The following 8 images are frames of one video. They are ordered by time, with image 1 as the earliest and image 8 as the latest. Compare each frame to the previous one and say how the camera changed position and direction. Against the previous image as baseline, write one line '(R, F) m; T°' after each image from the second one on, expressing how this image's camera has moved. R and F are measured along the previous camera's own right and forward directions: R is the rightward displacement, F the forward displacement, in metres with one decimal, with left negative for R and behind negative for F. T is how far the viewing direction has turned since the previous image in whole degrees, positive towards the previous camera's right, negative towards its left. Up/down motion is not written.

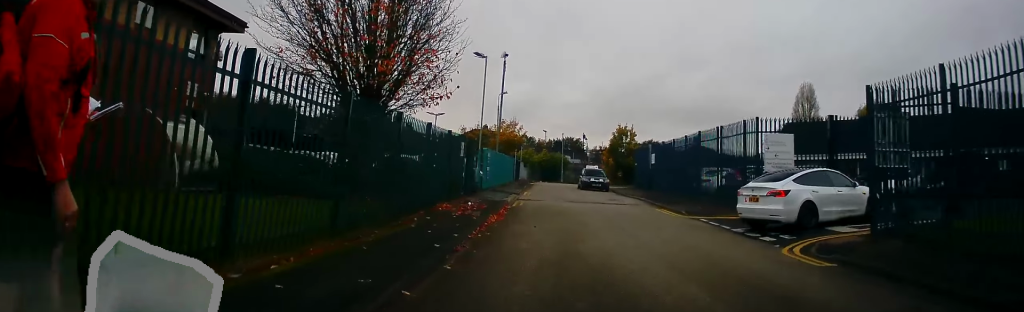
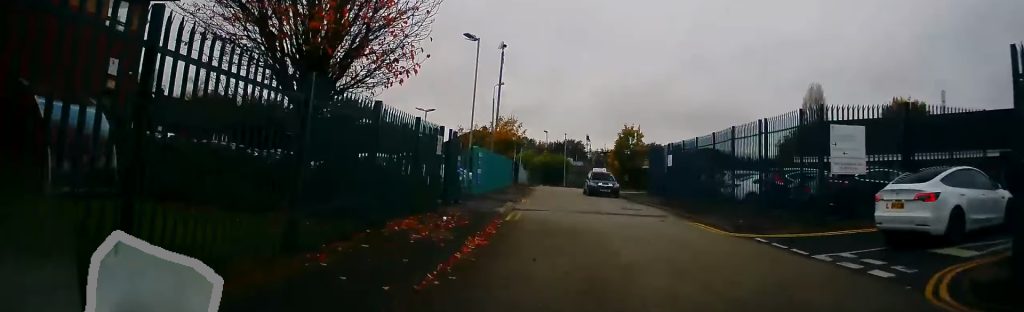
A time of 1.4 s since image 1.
(+0.1, +4.6) m; -2°
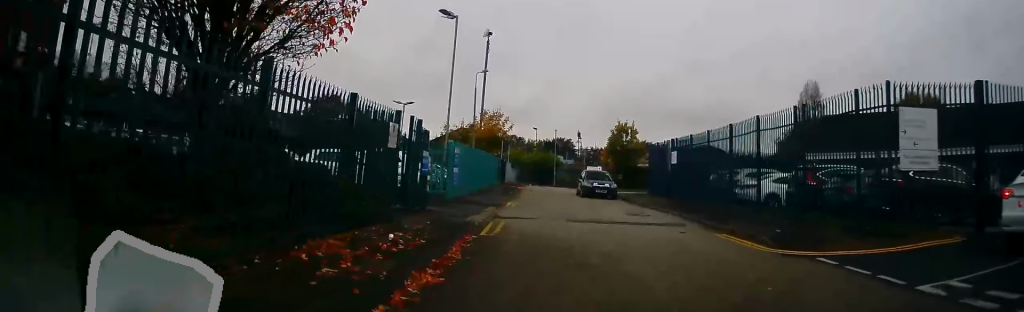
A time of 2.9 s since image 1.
(-0.1, +3.8) m; -2°
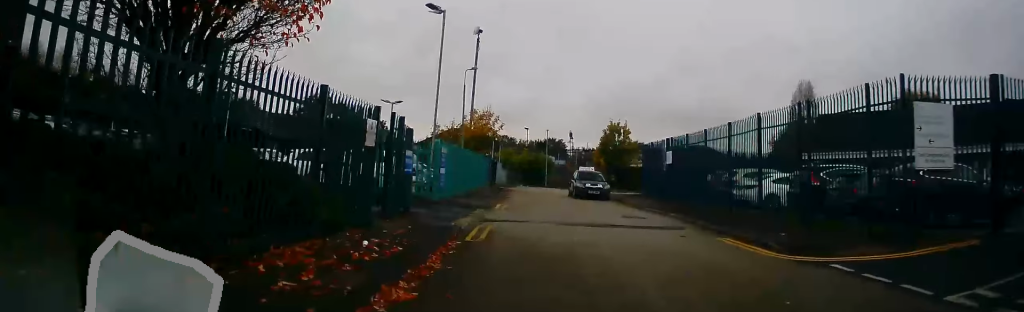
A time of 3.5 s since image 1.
(0.0, +1.0) m; -1°
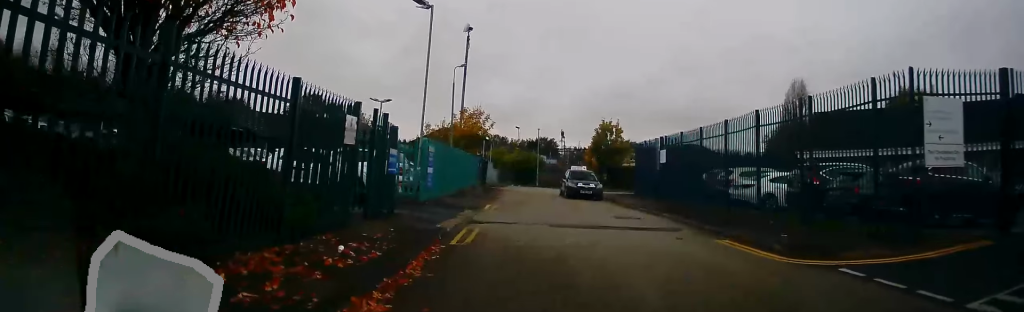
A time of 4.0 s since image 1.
(-0.1, +0.7) m; 0°
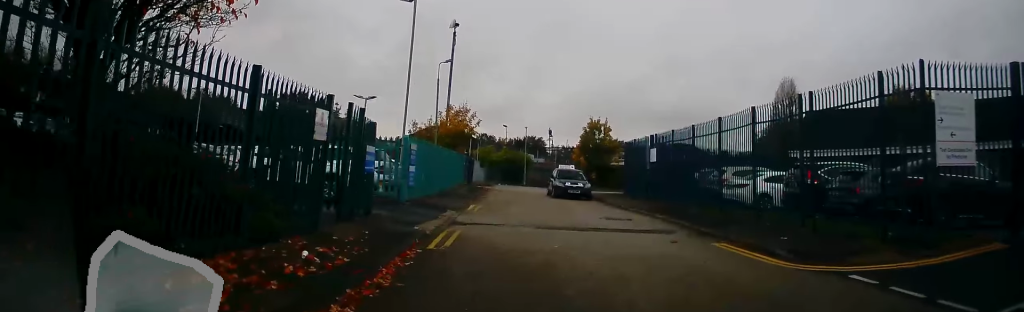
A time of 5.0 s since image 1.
(+0.2, +0.6) m; 0°
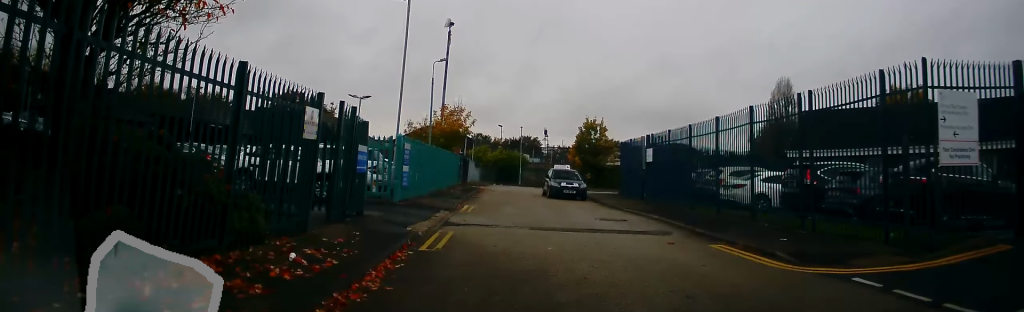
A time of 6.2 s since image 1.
(-0.1, -0.1) m; 0°
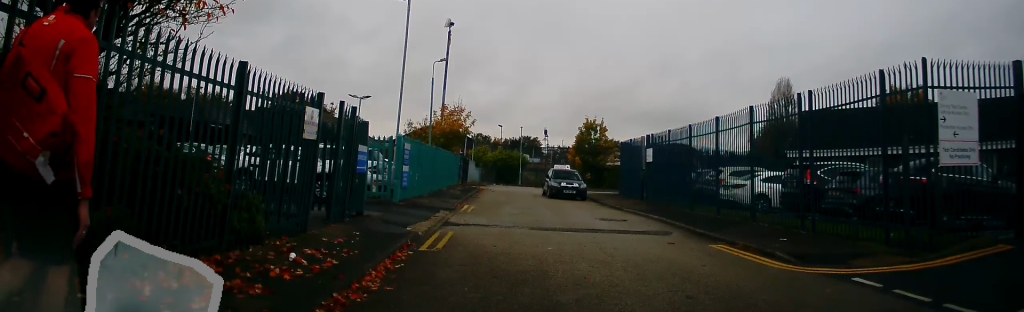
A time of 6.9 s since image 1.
(0.0, 0.0) m; 0°
